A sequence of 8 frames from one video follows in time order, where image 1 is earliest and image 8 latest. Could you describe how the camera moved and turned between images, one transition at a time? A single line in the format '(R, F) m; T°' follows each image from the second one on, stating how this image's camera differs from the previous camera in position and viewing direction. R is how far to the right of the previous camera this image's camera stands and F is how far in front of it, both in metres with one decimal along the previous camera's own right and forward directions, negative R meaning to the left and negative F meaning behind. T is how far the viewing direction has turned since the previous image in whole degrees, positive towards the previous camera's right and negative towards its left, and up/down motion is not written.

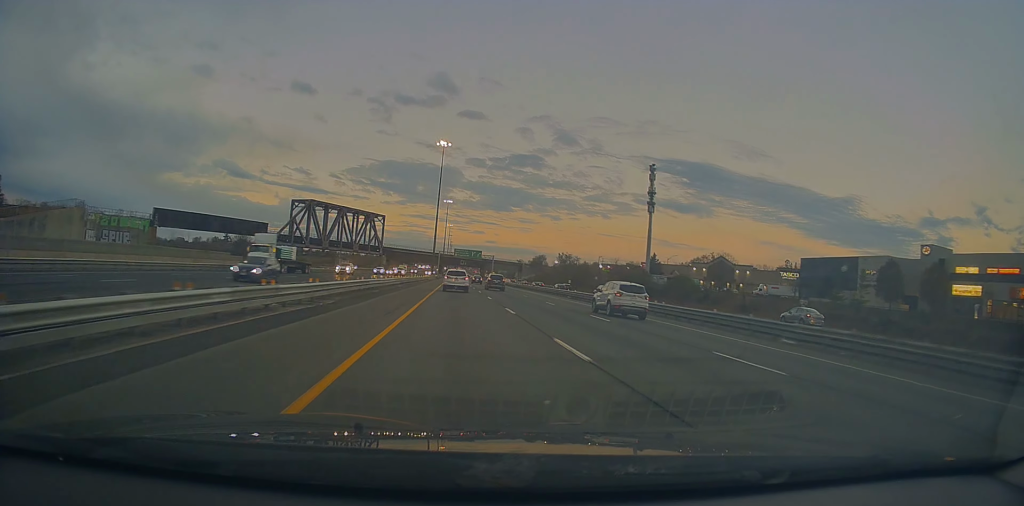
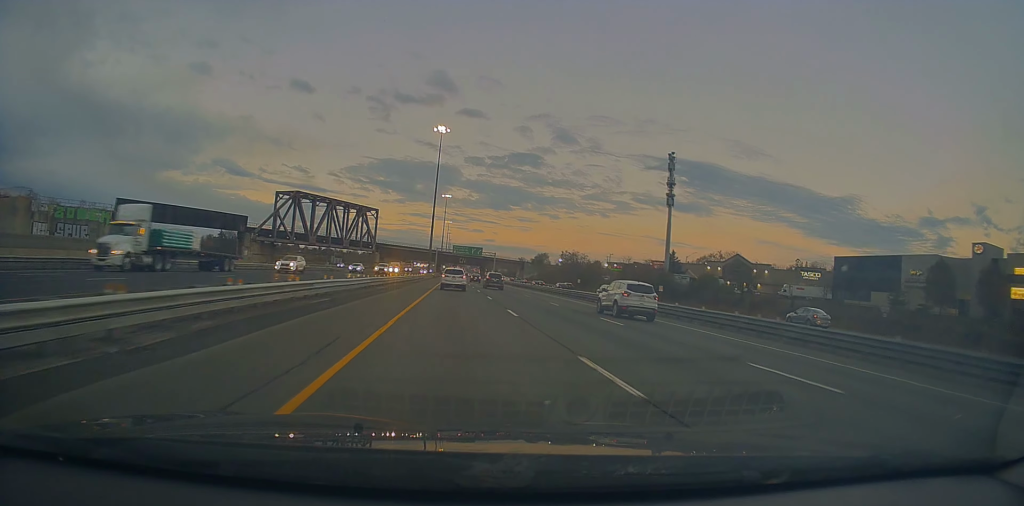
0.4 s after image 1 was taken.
(+0.2, +13.9) m; 0°
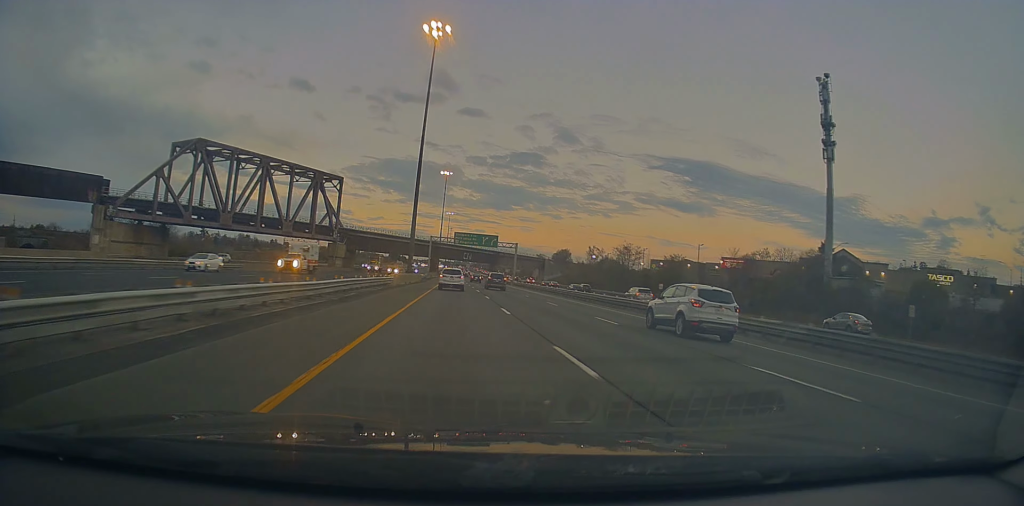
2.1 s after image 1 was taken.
(+0.1, +59.6) m; 0°
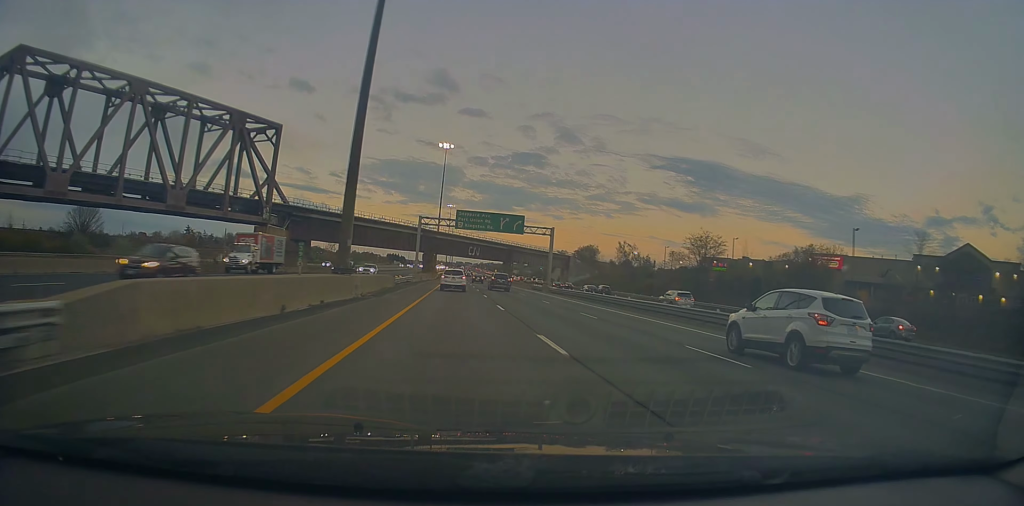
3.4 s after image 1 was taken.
(+0.5, +44.8) m; 0°
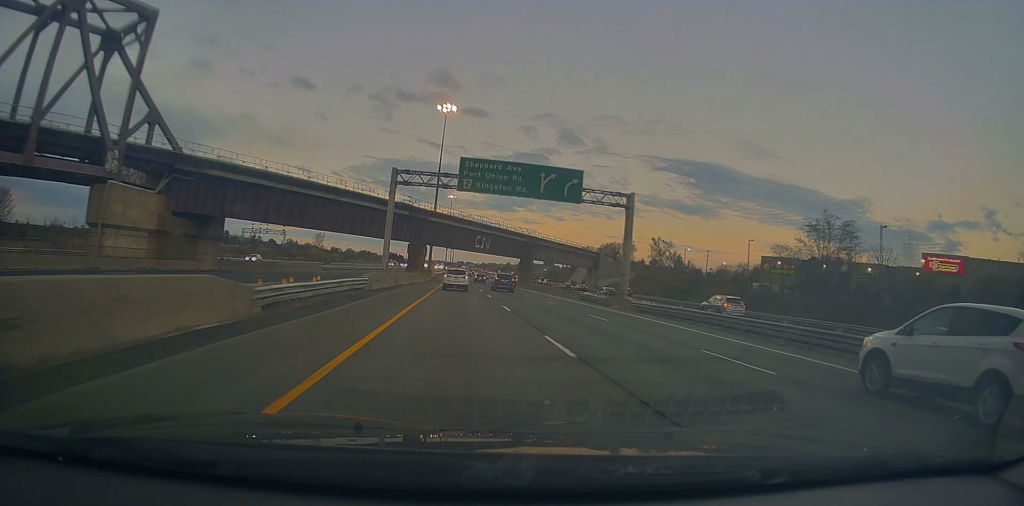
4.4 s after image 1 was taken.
(-0.5, +36.6) m; -1°
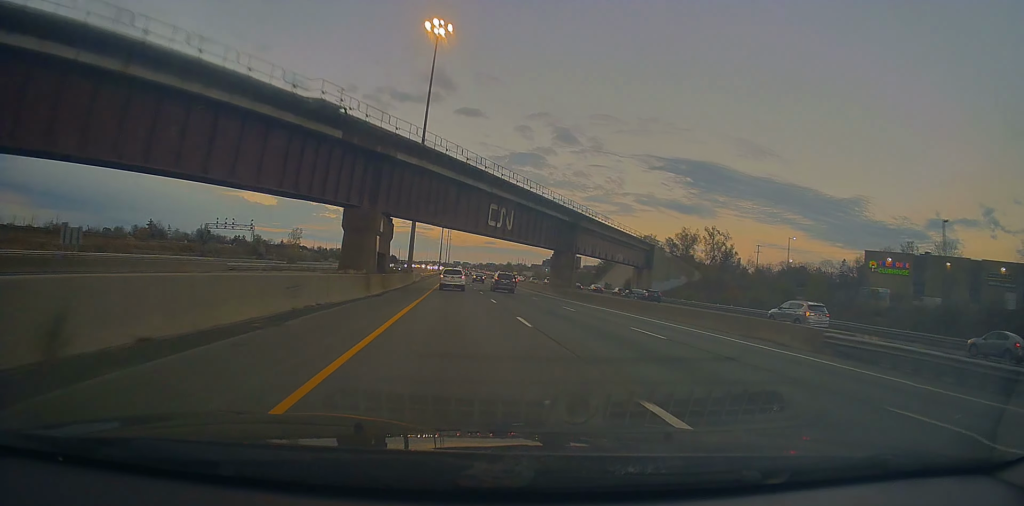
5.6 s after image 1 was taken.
(0.0, +42.5) m; 0°
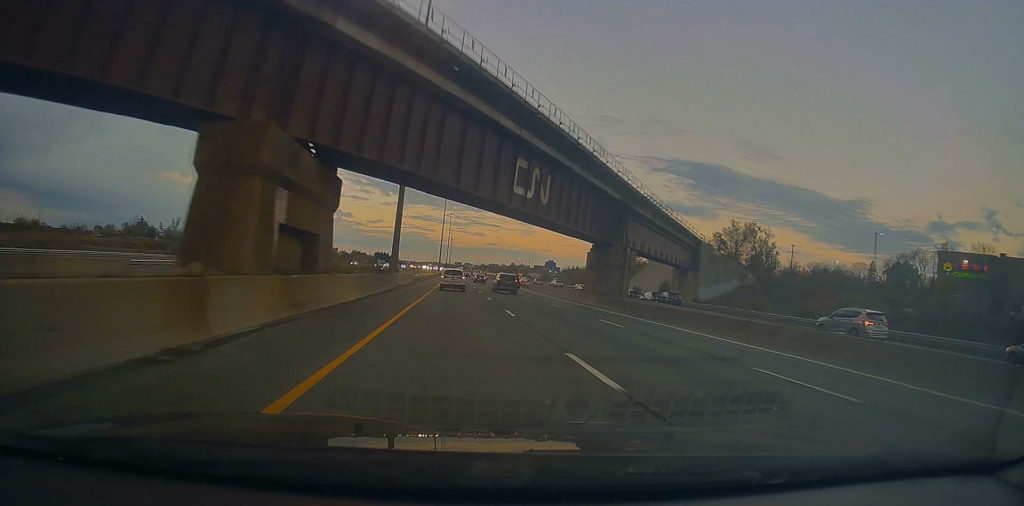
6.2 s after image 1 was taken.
(-0.1, +20.1) m; 0°
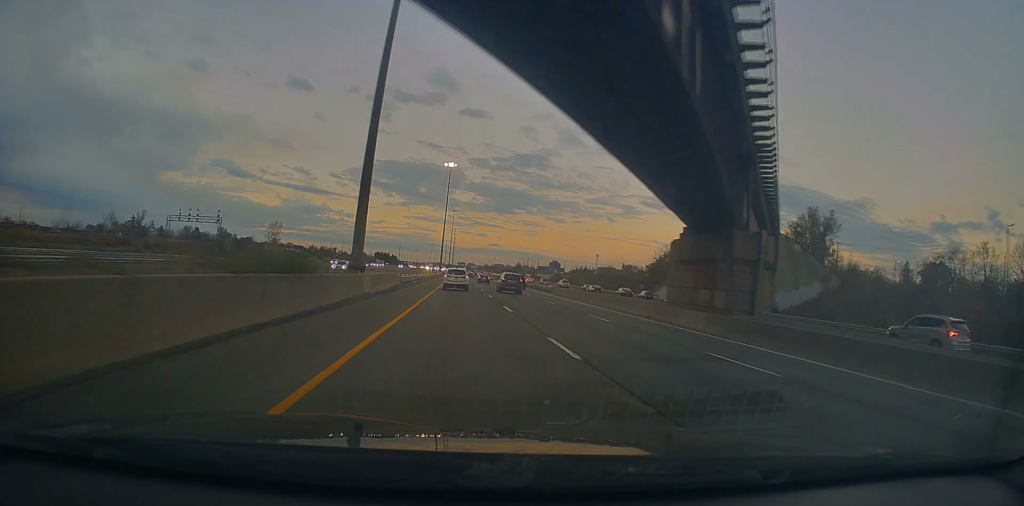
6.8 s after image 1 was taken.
(+0.3, +21.3) m; 0°
